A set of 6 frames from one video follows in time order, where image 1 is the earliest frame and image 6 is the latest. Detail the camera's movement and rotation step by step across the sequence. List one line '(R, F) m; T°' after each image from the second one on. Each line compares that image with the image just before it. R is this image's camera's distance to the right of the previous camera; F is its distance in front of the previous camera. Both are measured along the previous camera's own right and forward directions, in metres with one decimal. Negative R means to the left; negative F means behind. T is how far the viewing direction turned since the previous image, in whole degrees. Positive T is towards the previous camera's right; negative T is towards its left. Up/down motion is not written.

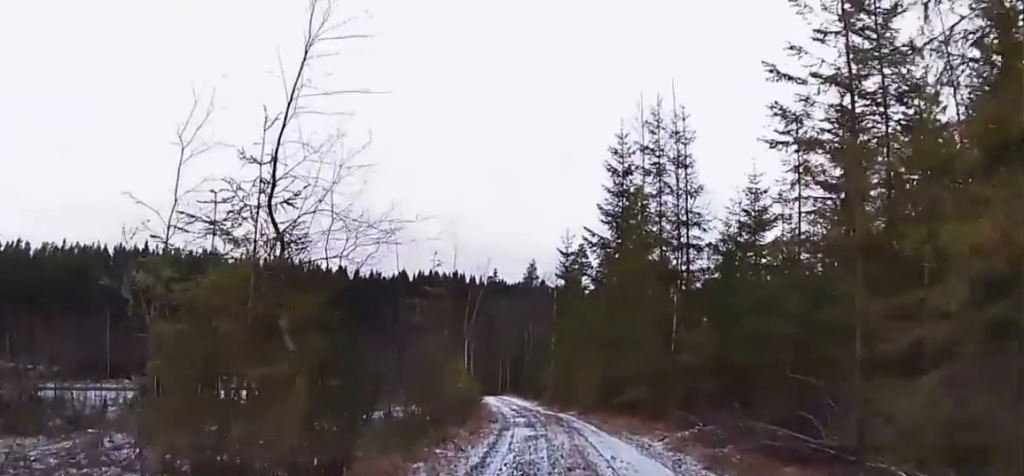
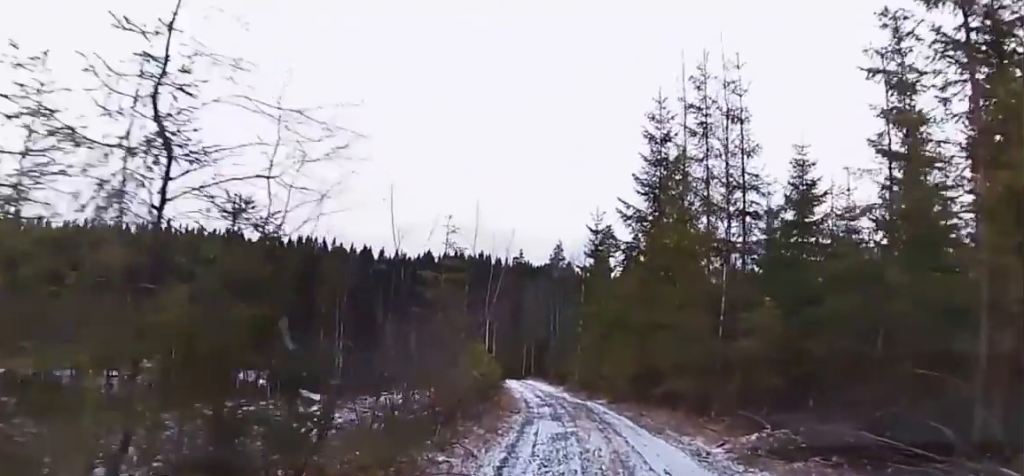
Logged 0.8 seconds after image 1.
(-0.3, +2.8) m; +2°
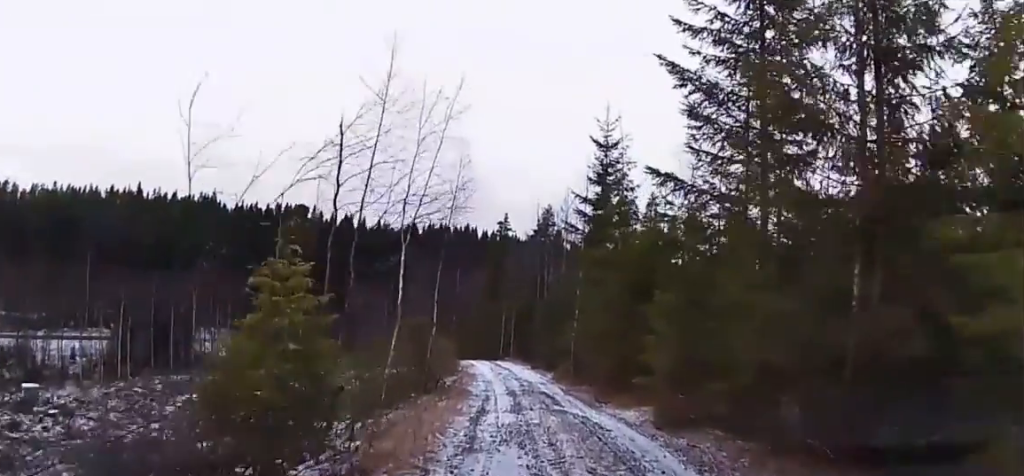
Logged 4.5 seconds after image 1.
(+0.7, +14.9) m; -1°
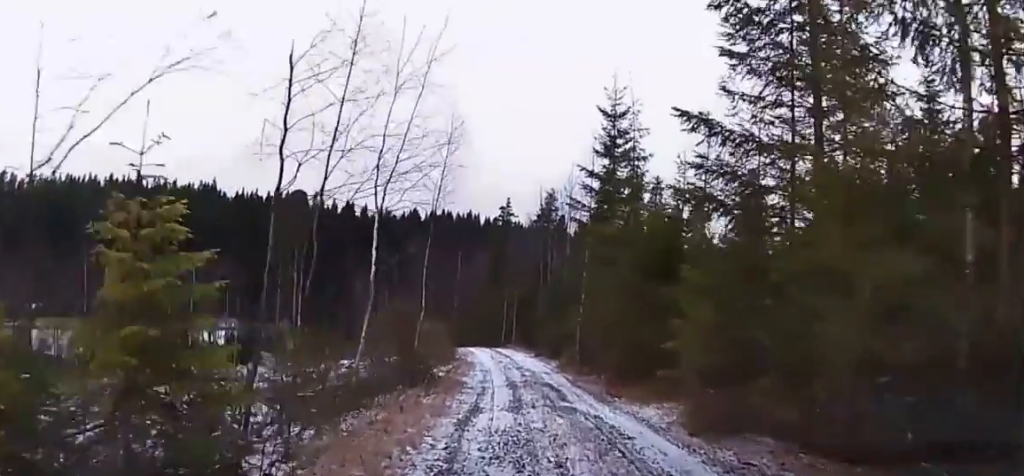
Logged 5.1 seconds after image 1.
(0.0, +2.7) m; -1°
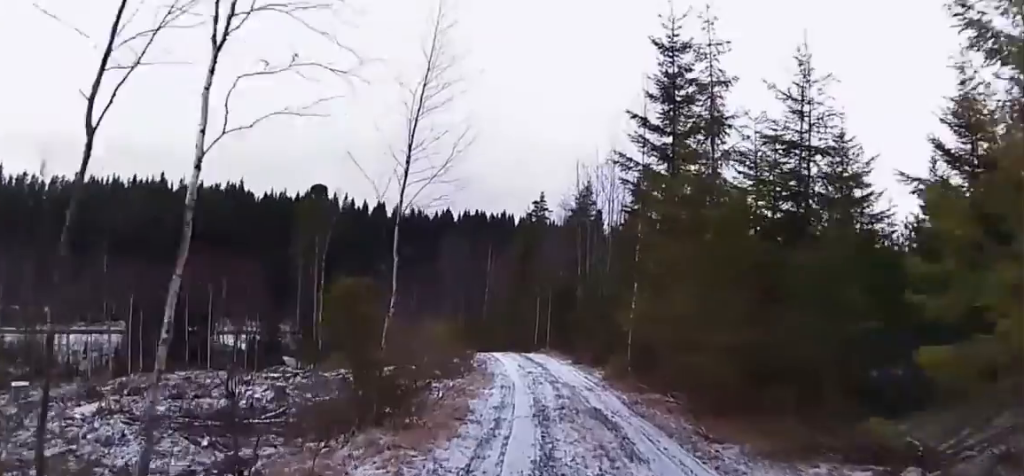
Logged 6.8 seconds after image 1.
(+0.1, +7.0) m; 0°
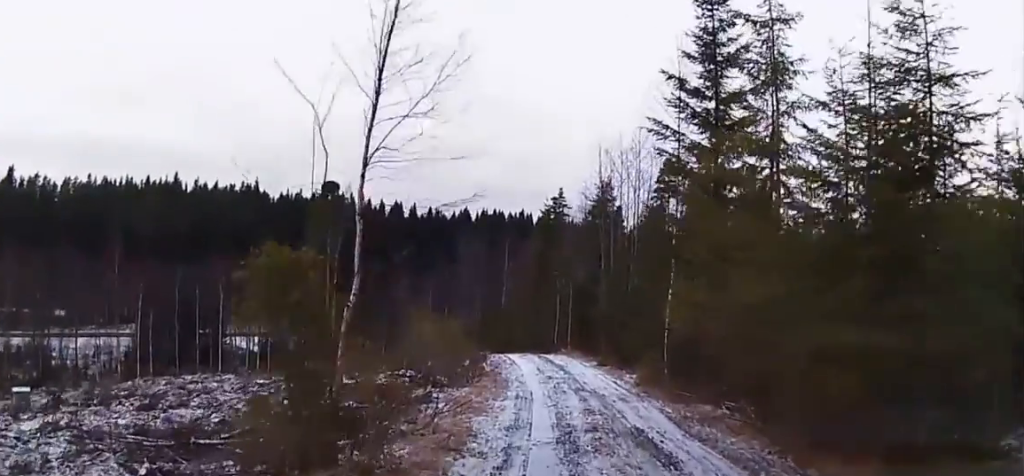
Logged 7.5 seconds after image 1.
(-0.1, +3.3) m; 0°
